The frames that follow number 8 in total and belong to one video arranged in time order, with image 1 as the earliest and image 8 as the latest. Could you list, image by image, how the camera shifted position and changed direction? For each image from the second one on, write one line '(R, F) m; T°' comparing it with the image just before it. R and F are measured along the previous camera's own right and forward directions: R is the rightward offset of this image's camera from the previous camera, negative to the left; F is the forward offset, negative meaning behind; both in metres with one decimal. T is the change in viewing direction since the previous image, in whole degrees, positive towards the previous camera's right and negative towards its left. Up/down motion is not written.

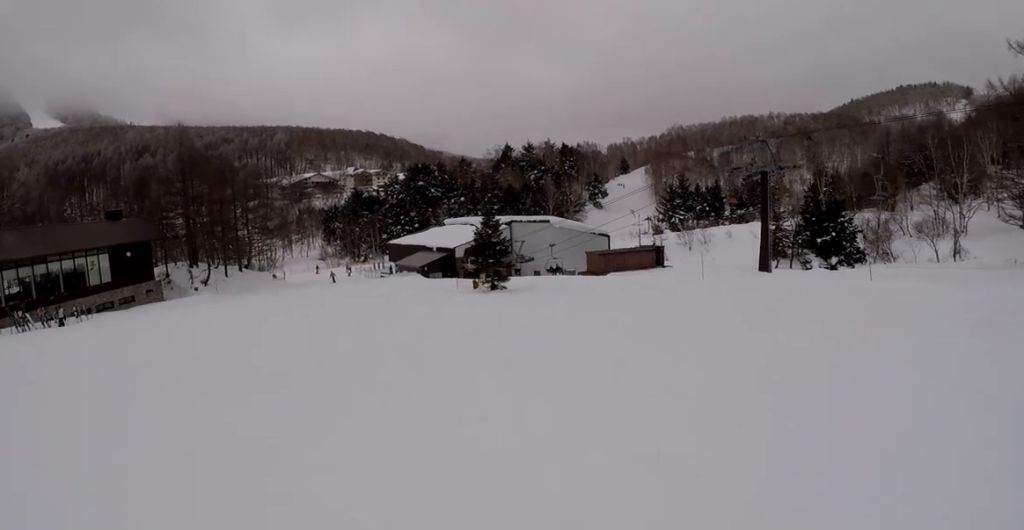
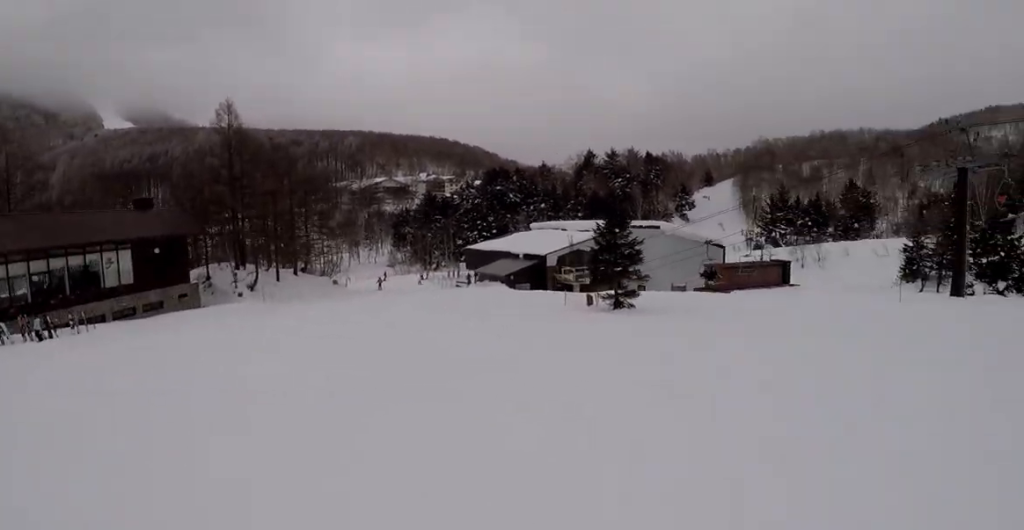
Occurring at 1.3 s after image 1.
(0.0, +11.9) m; 0°
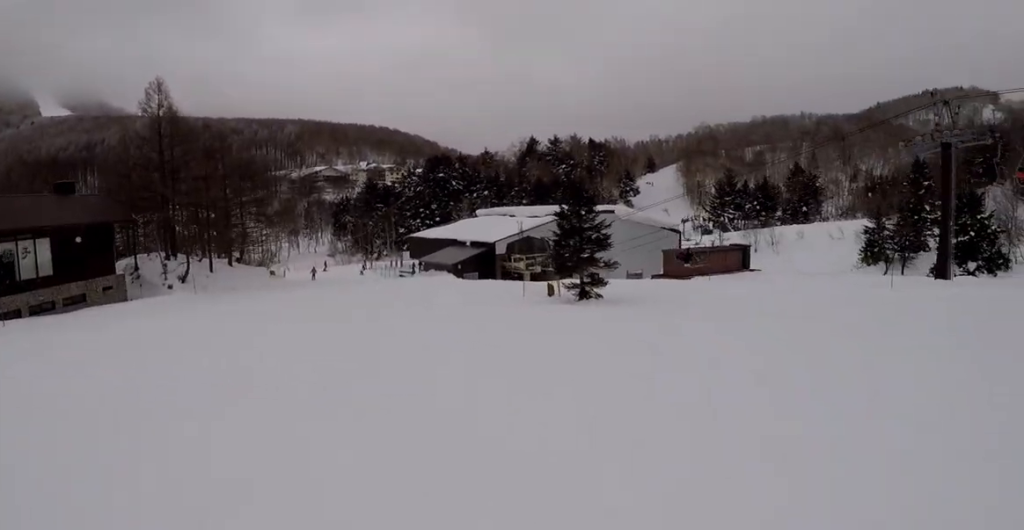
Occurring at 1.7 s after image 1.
(0.0, +3.5) m; 0°
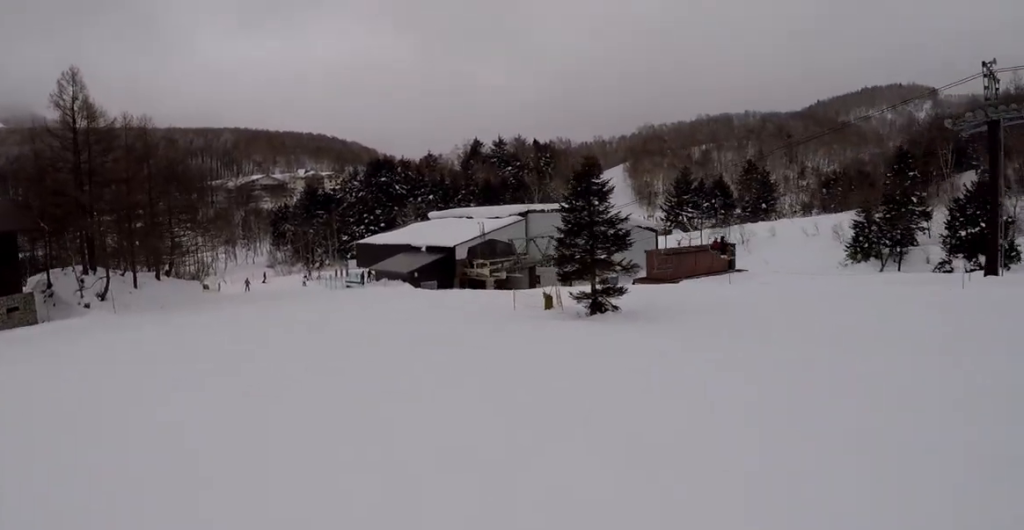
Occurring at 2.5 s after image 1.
(0.0, +7.0) m; 0°
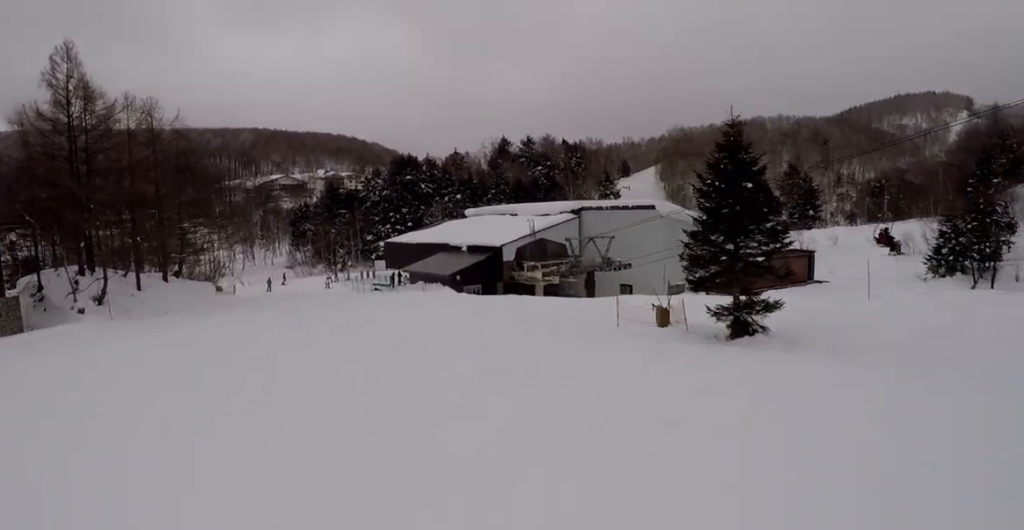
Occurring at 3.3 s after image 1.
(0.0, +6.7) m; 0°
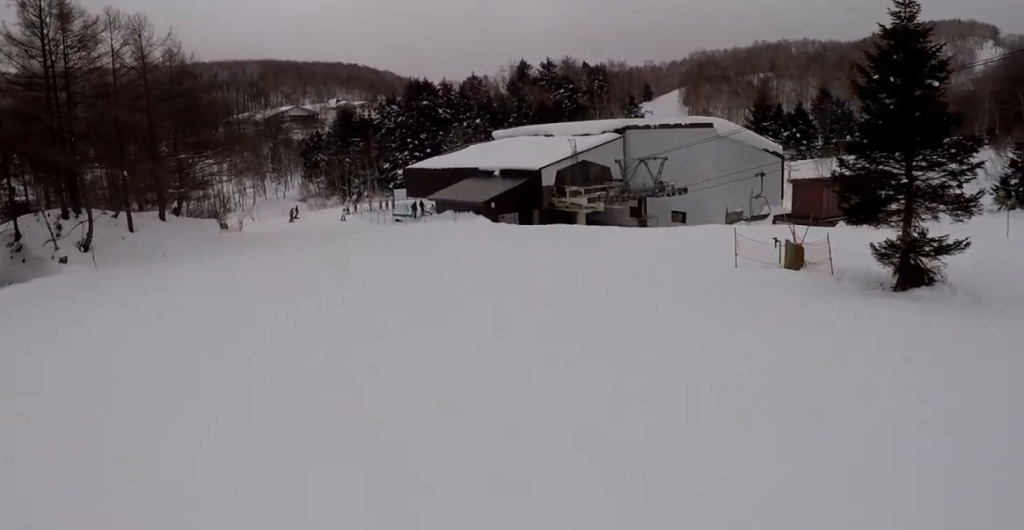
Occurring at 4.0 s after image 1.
(0.0, +5.3) m; 0°
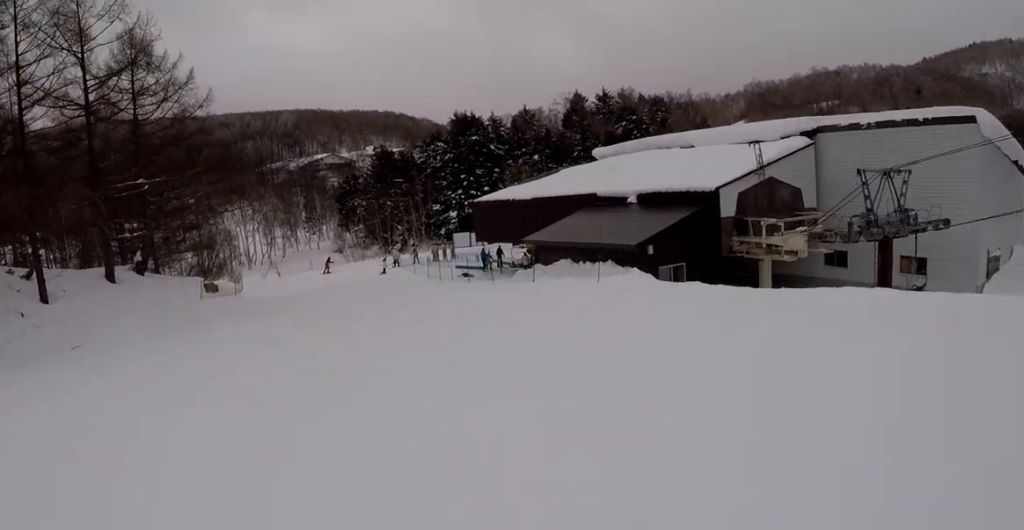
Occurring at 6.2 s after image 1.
(-0.2, +18.4) m; -7°
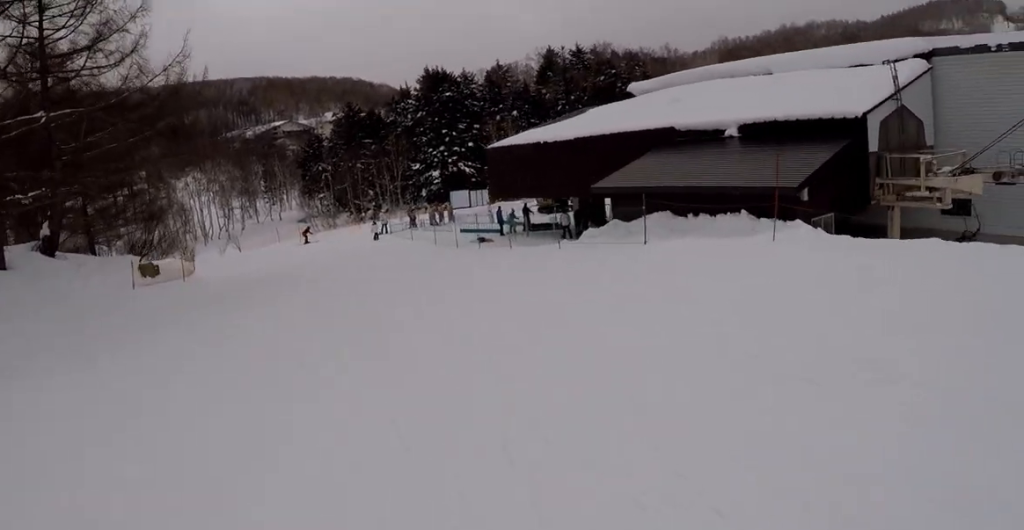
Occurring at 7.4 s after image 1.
(-1.0, +9.6) m; +7°
